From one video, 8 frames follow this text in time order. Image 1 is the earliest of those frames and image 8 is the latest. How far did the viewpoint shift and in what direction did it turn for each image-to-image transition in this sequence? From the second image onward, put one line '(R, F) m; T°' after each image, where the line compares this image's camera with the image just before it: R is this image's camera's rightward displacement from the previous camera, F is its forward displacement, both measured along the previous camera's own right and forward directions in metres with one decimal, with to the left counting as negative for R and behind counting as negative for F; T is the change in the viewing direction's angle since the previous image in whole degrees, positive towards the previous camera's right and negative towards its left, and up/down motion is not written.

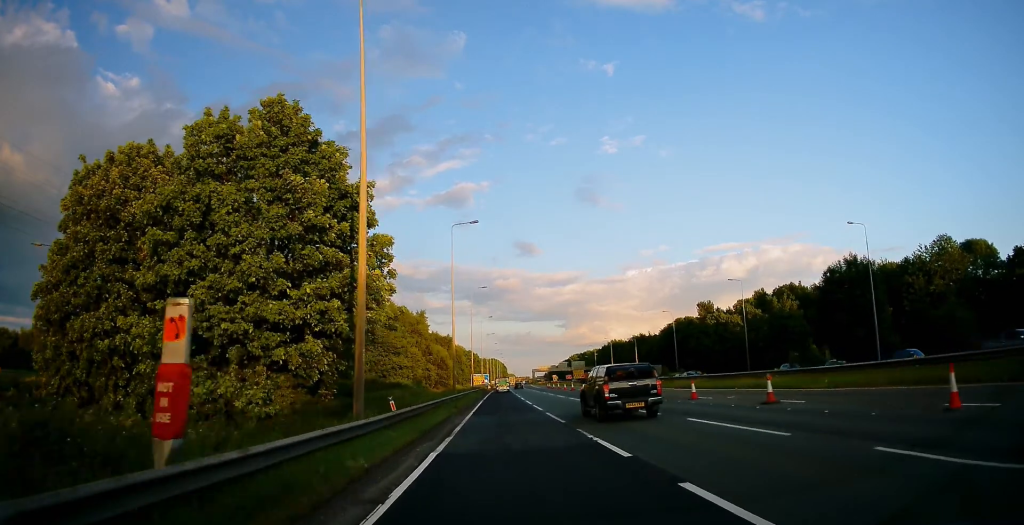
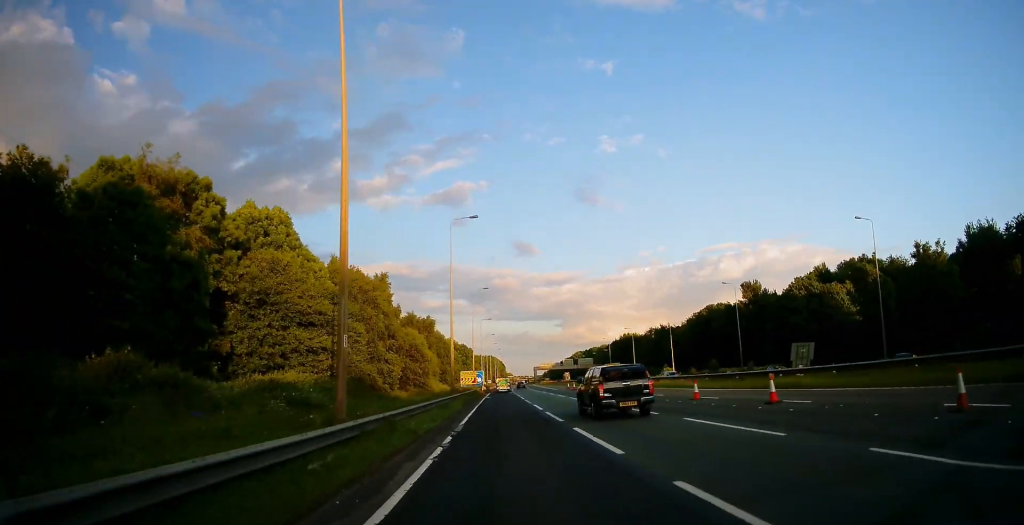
(-0.3, +36.3) m; 0°
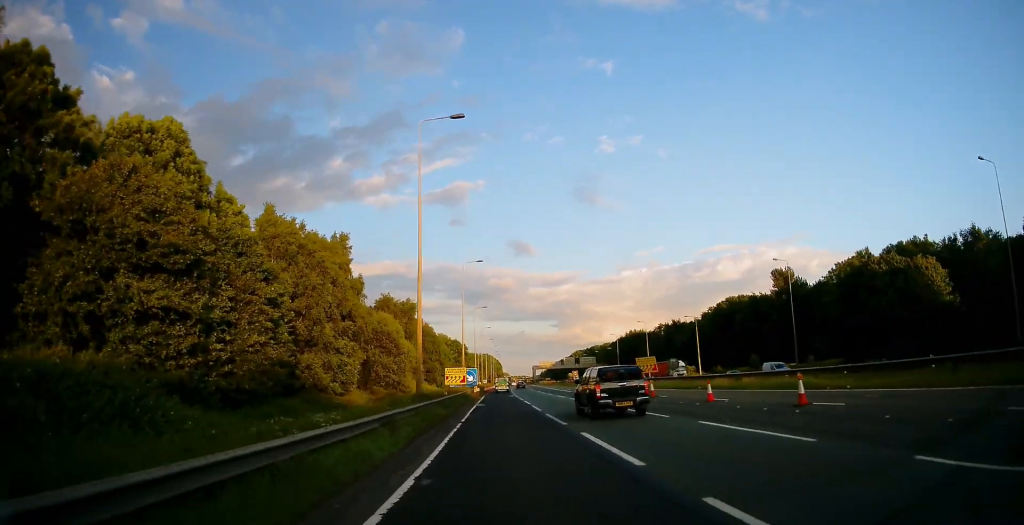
(+0.4, +19.2) m; +1°
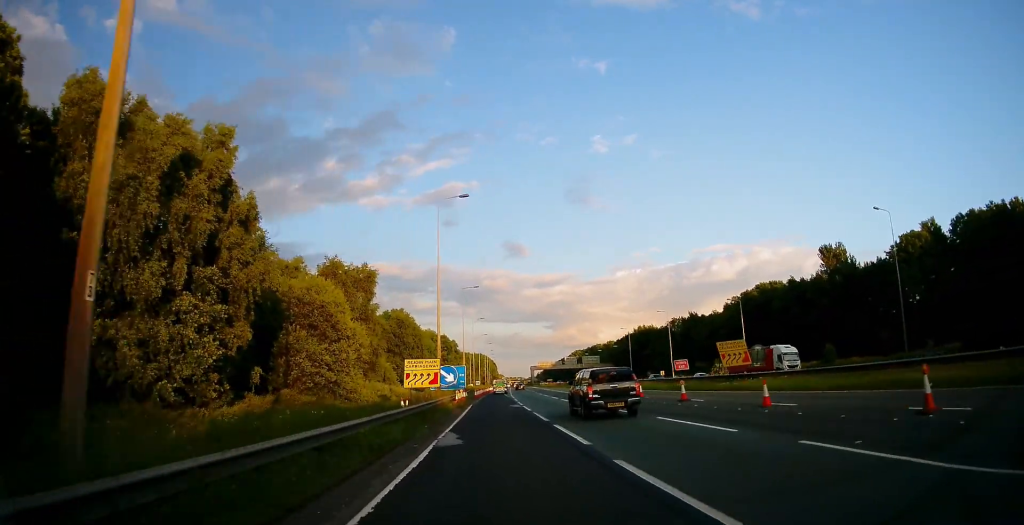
(-0.2, +24.5) m; 0°
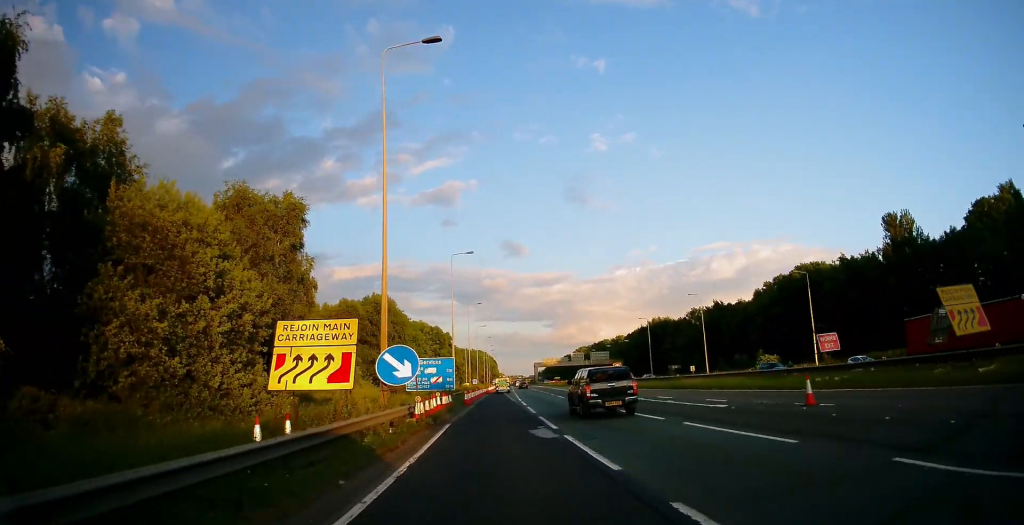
(+0.3, +21.4) m; 0°
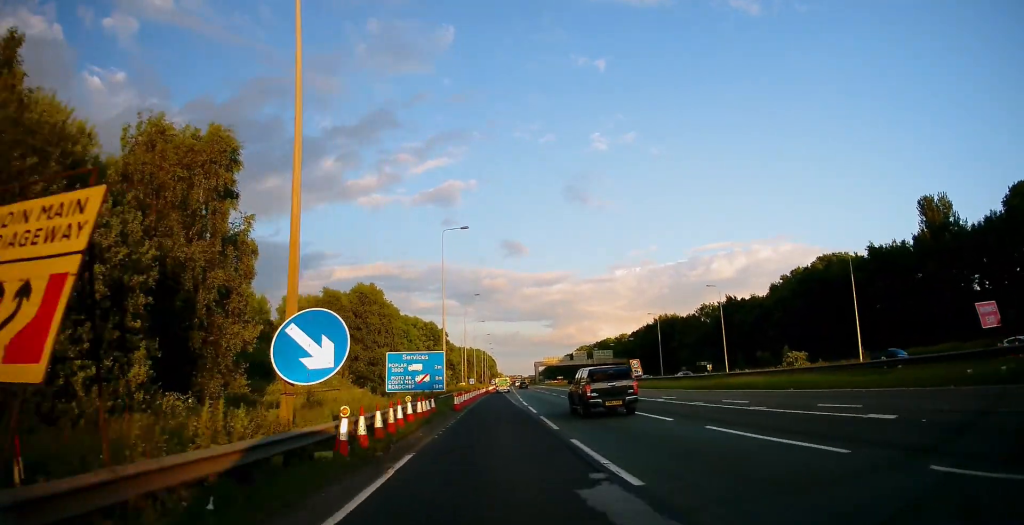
(-0.1, +10.0) m; 0°
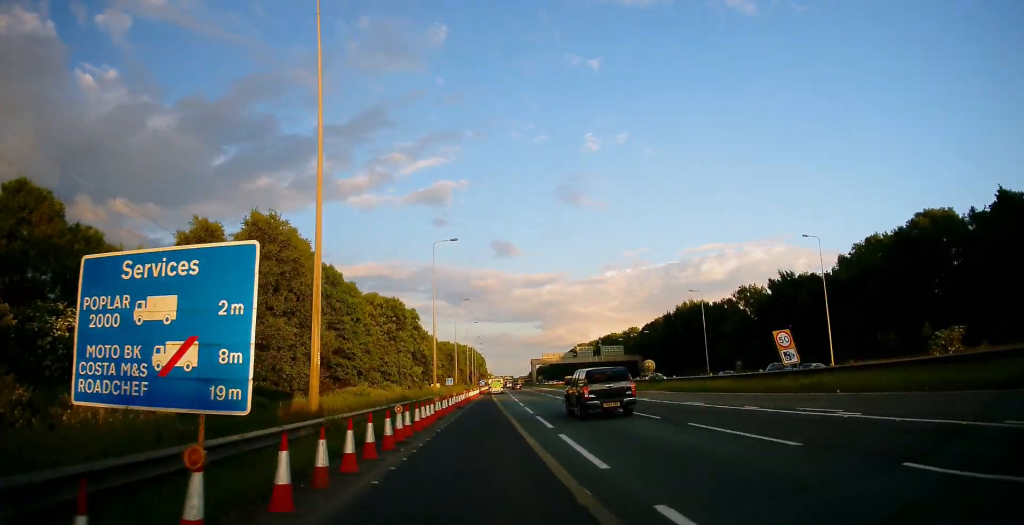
(+0.4, +35.0) m; +1°
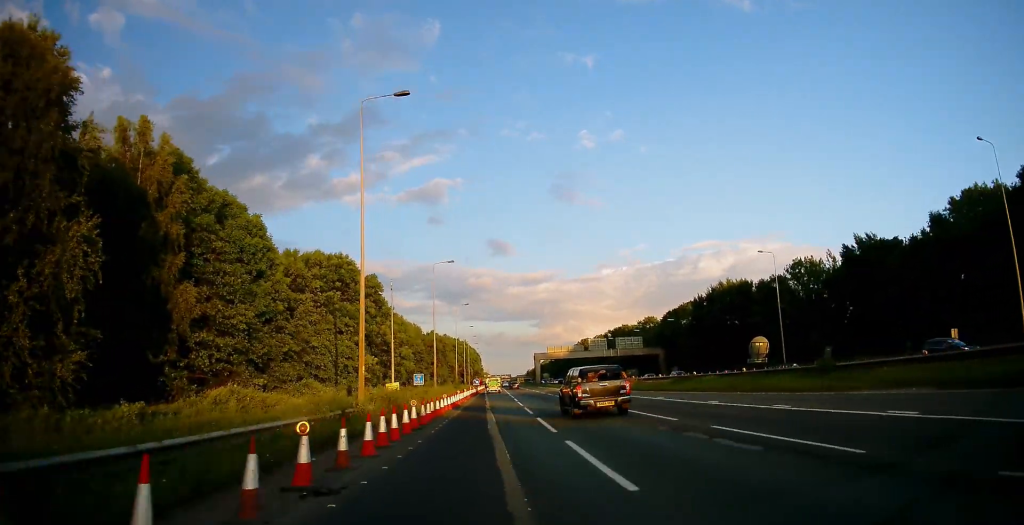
(-0.1, +29.3) m; 0°
